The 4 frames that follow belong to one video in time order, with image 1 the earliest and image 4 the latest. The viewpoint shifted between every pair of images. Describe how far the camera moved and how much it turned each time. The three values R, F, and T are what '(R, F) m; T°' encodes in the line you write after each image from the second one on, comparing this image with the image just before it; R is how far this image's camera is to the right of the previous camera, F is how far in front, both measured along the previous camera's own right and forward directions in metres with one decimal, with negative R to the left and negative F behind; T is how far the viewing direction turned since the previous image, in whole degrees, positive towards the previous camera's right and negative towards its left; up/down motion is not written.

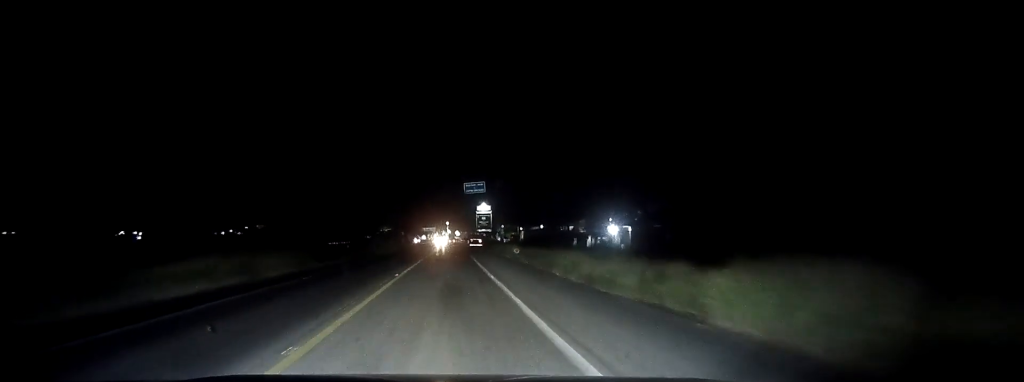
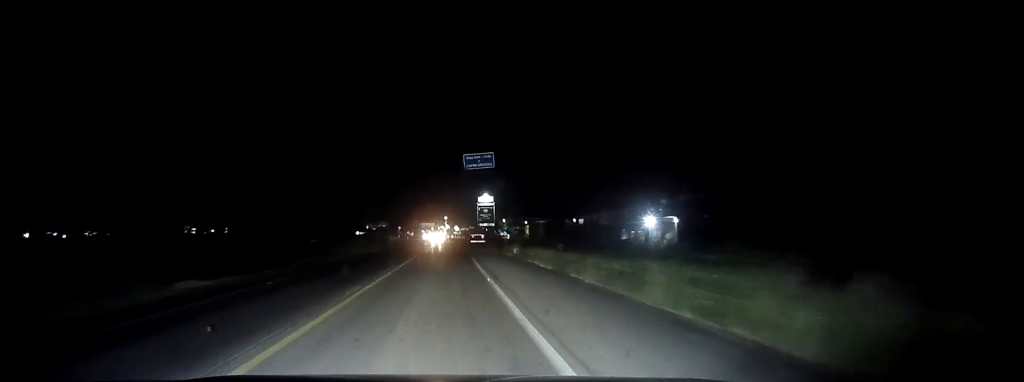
(0.0, +19.9) m; 0°
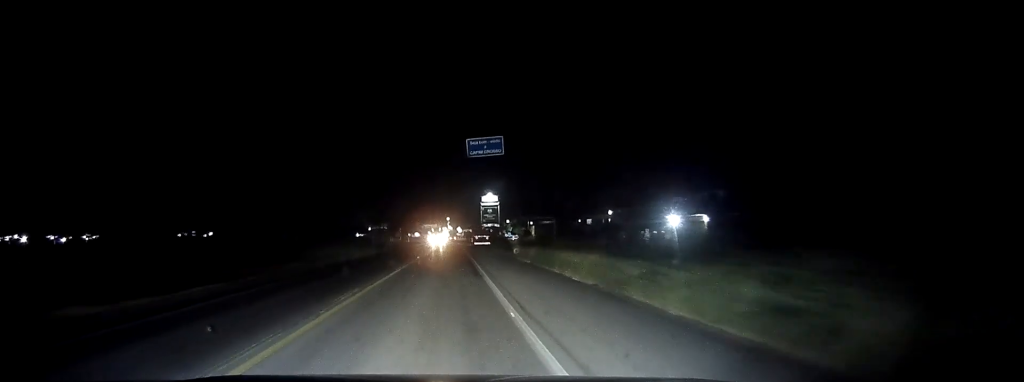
(0.0, +8.8) m; 0°
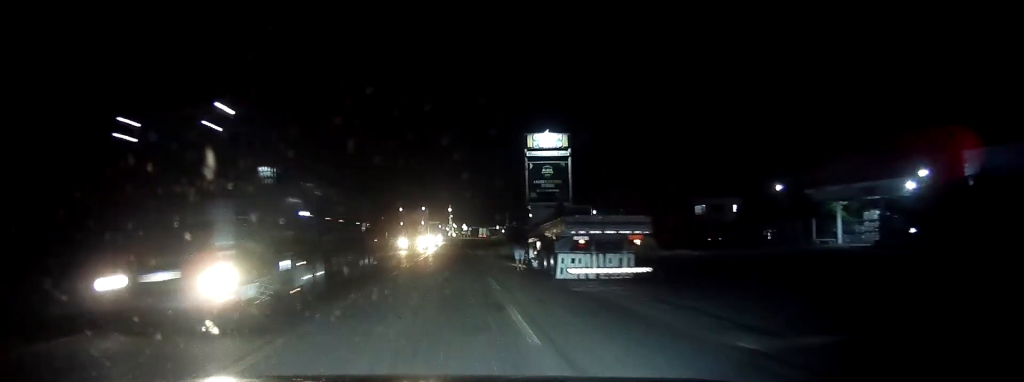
(-0.4, +88.1) m; 0°
